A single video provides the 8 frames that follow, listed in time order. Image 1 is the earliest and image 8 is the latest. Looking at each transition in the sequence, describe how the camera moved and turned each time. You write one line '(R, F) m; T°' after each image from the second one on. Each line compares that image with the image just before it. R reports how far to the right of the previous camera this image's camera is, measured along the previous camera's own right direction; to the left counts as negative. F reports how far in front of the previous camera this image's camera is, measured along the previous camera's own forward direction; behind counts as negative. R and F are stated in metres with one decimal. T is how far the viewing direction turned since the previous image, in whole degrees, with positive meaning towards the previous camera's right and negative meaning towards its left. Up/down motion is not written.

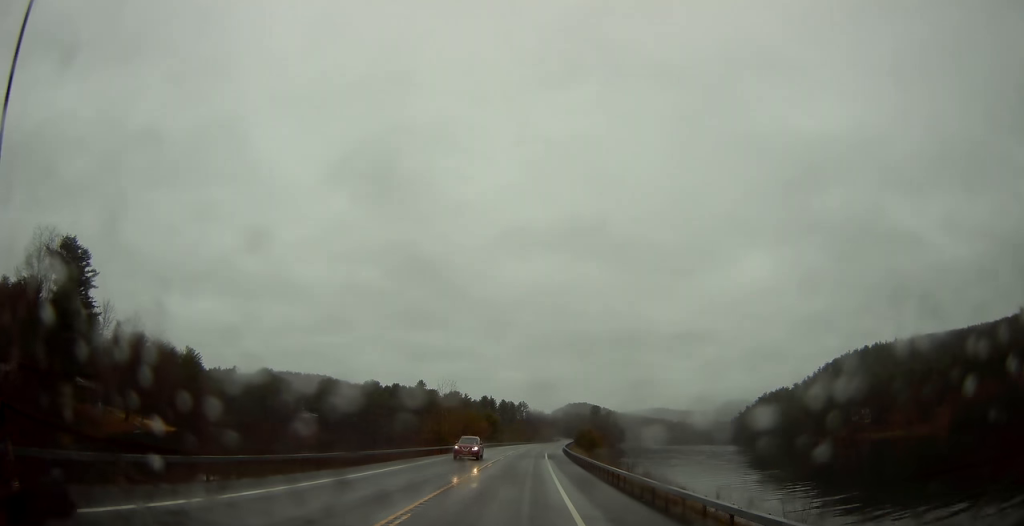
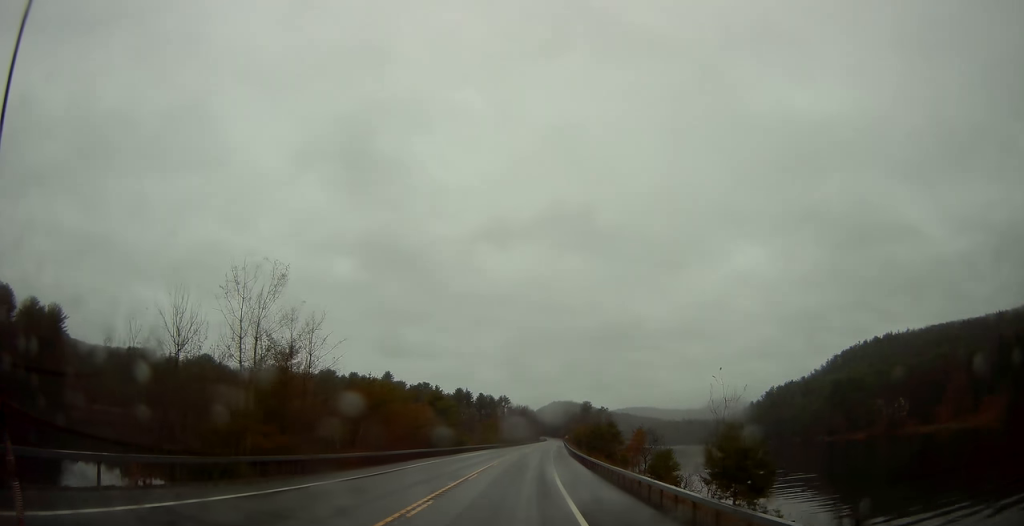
(+1.5, +58.1) m; +2°
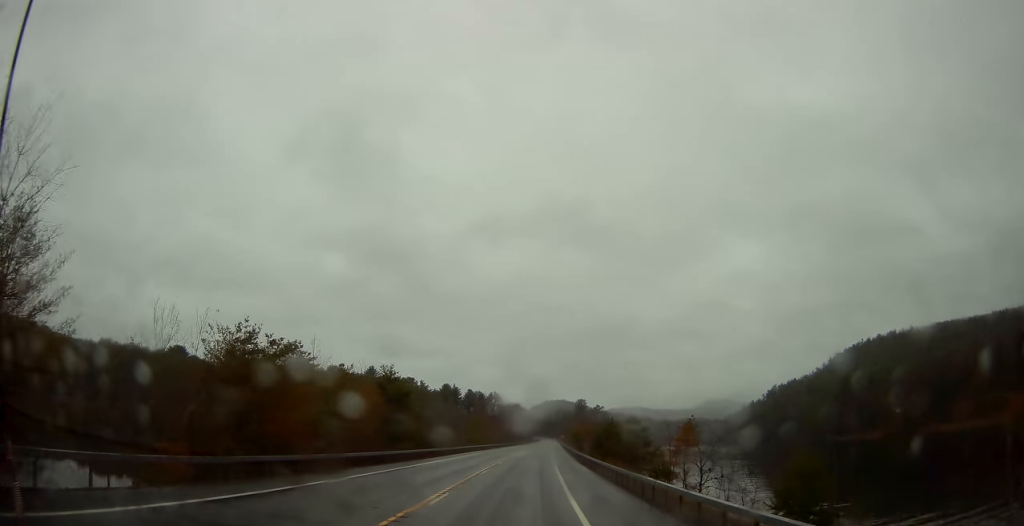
(-0.1, +22.3) m; 0°
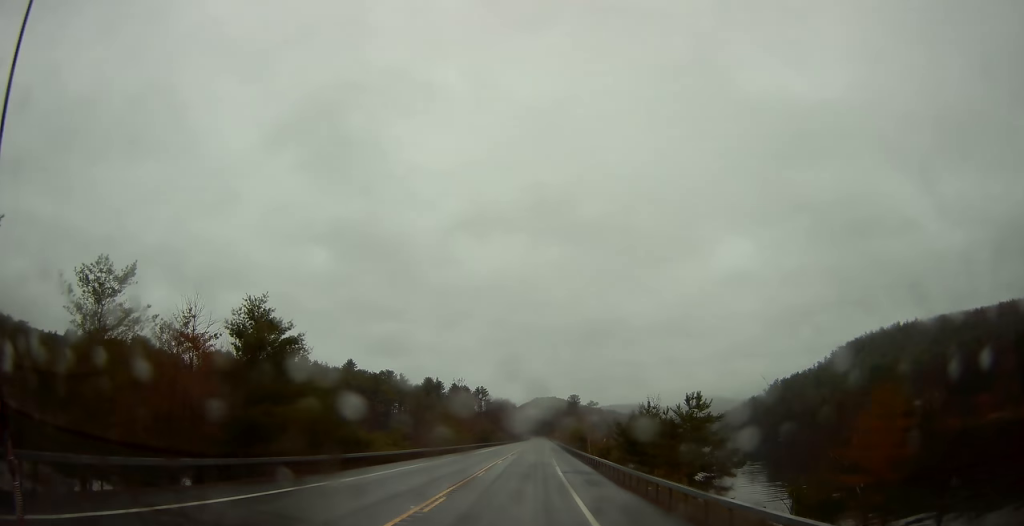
(+0.1, +25.8) m; +1°
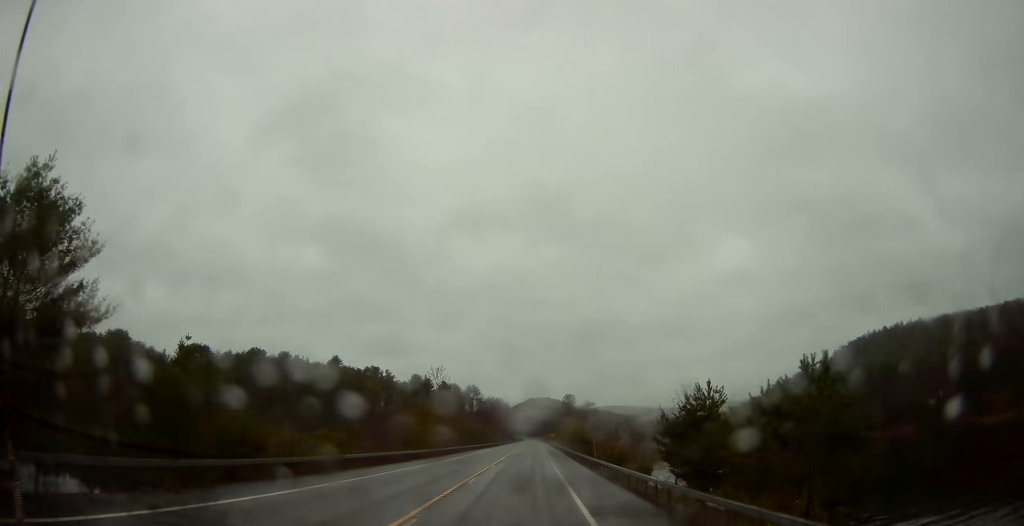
(+0.2, +16.4) m; +1°
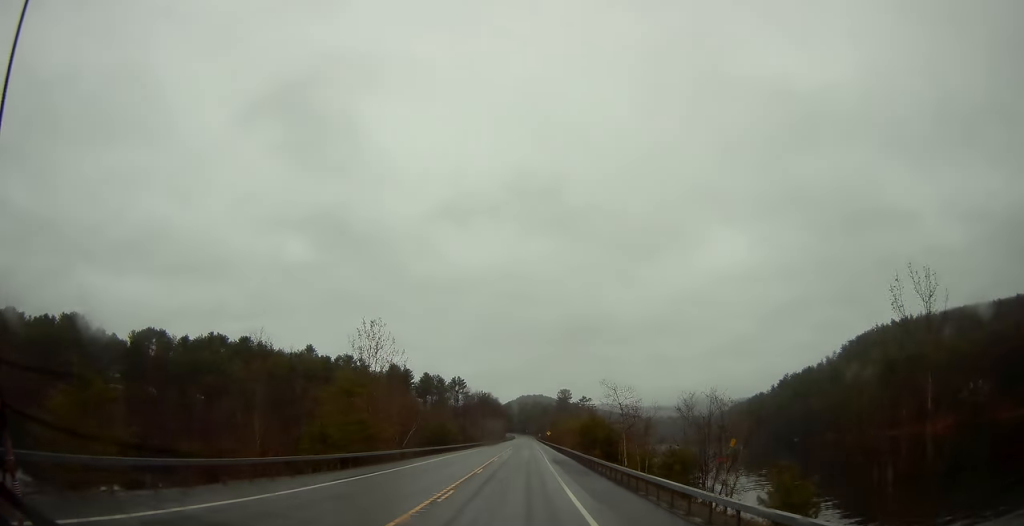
(+0.4, +30.2) m; +1°
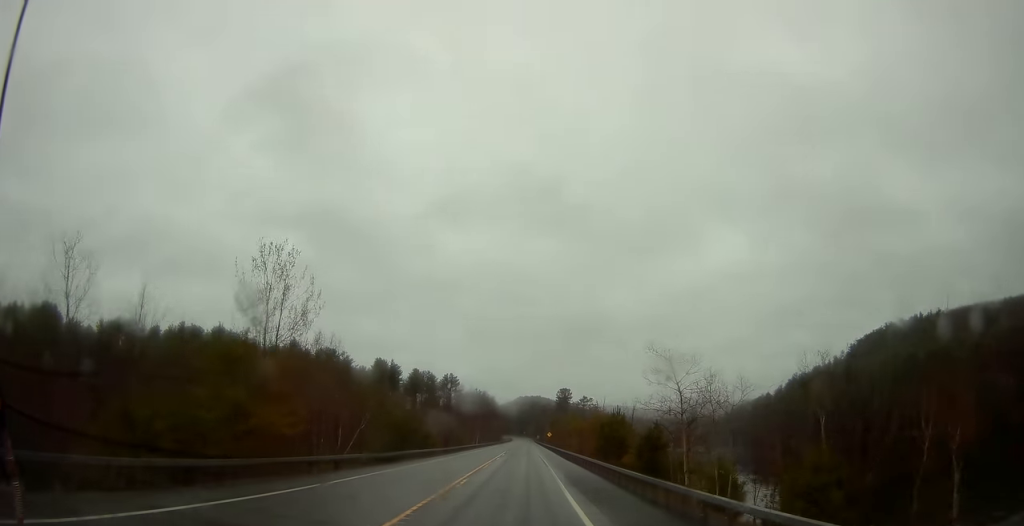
(+0.1, +19.8) m; 0°
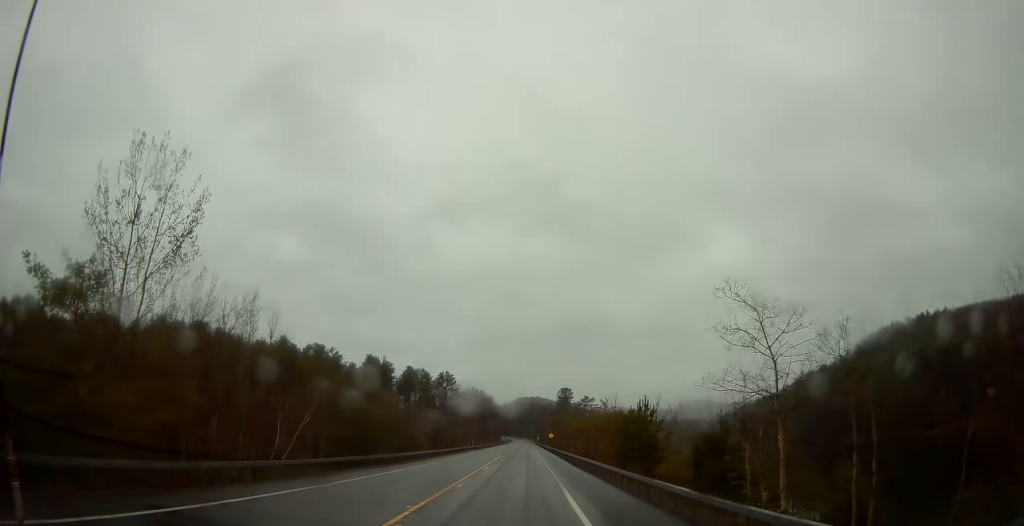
(0.0, +12.1) m; 0°
